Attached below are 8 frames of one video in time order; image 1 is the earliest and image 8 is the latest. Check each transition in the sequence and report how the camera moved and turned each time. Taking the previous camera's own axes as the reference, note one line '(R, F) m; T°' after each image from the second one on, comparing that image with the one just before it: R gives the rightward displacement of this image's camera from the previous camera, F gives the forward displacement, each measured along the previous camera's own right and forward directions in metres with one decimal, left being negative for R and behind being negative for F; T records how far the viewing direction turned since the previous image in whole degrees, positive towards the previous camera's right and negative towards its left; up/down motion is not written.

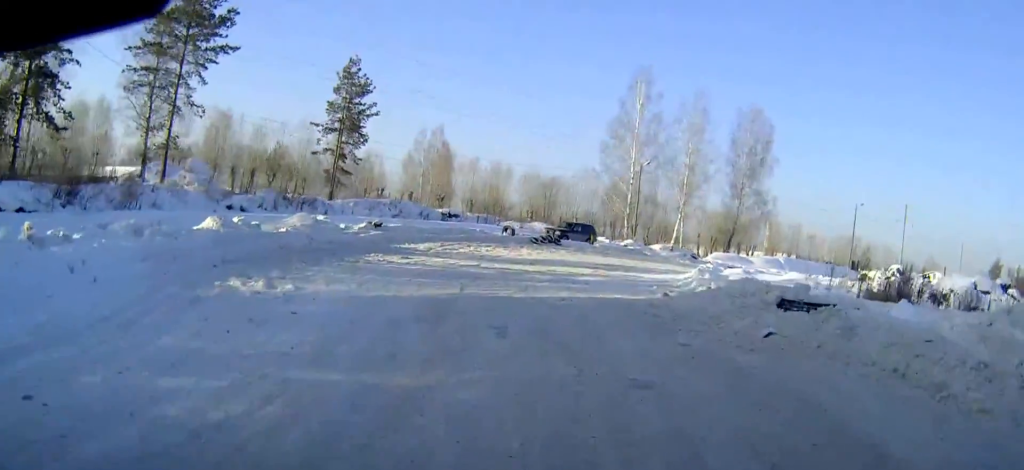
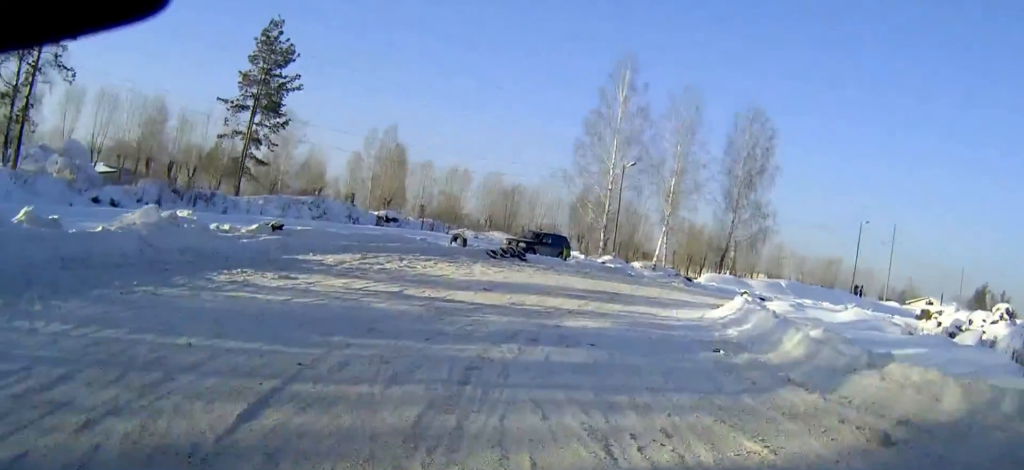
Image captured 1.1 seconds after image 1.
(-0.1, +12.9) m; +2°
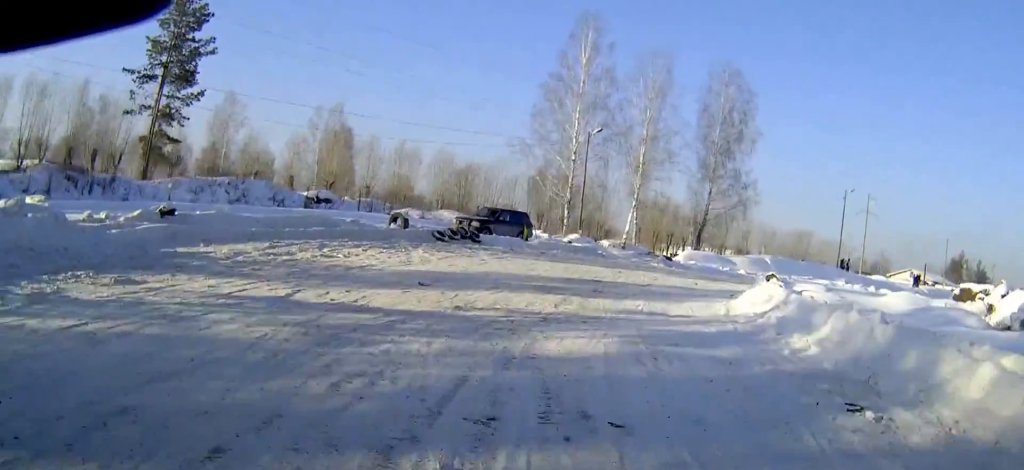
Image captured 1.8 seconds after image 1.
(+0.1, +7.1) m; +3°
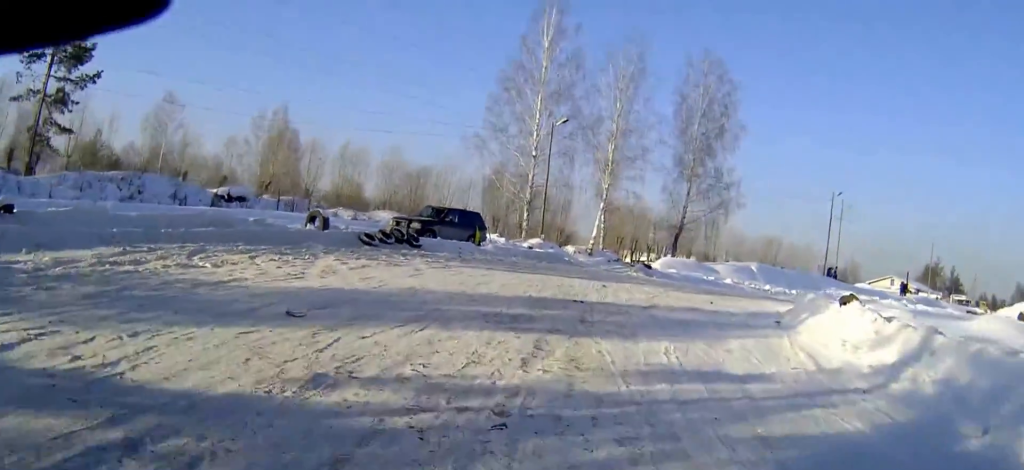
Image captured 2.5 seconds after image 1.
(+0.3, +7.4) m; +2°
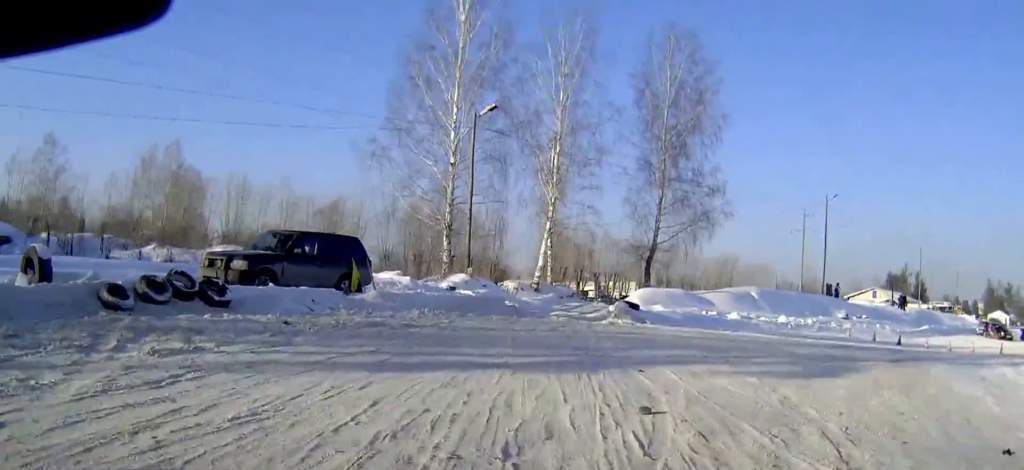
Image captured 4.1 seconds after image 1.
(+0.4, +14.3) m; +3°
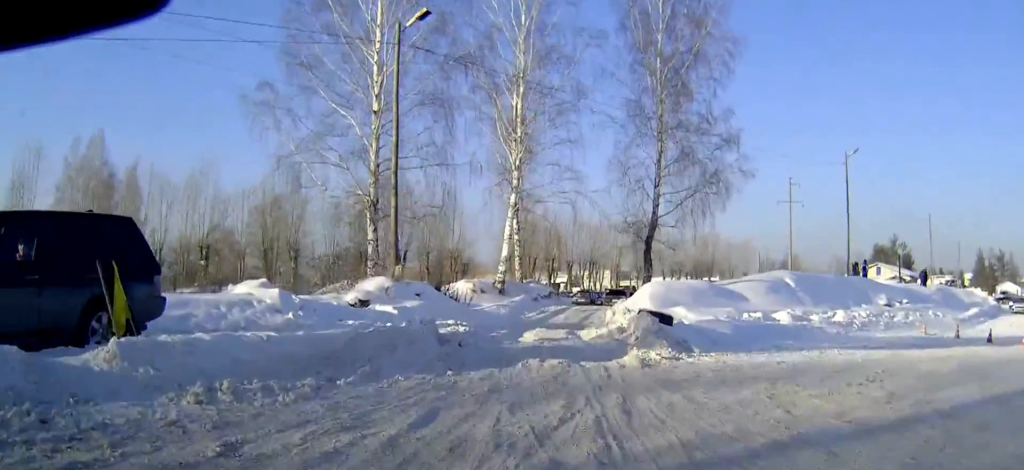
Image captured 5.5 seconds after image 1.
(+0.1, +10.8) m; +2°
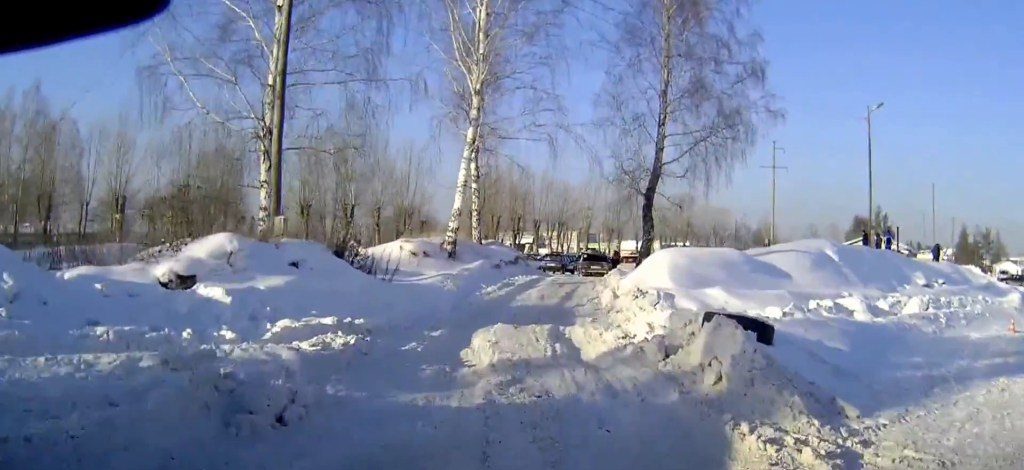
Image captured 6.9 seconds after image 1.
(+0.2, +8.2) m; +2°
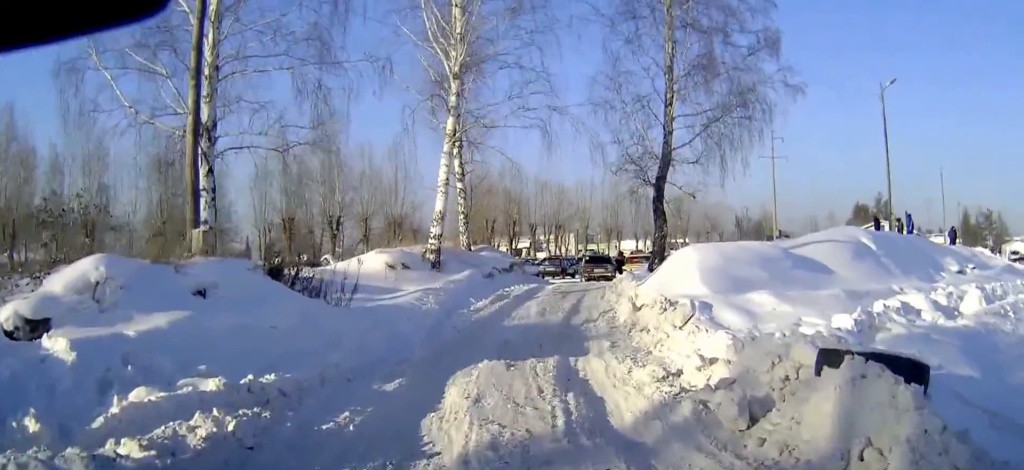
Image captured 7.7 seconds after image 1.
(0.0, +4.0) m; 0°
